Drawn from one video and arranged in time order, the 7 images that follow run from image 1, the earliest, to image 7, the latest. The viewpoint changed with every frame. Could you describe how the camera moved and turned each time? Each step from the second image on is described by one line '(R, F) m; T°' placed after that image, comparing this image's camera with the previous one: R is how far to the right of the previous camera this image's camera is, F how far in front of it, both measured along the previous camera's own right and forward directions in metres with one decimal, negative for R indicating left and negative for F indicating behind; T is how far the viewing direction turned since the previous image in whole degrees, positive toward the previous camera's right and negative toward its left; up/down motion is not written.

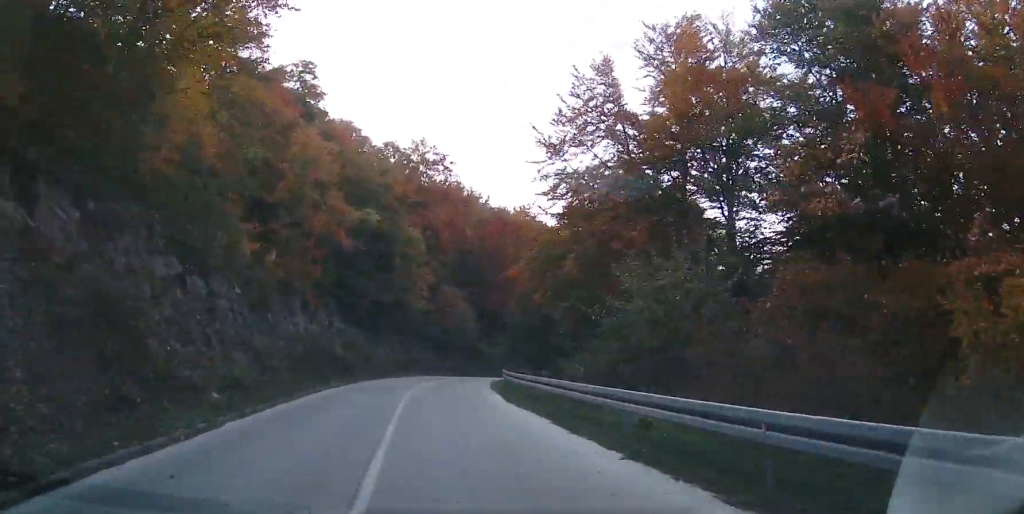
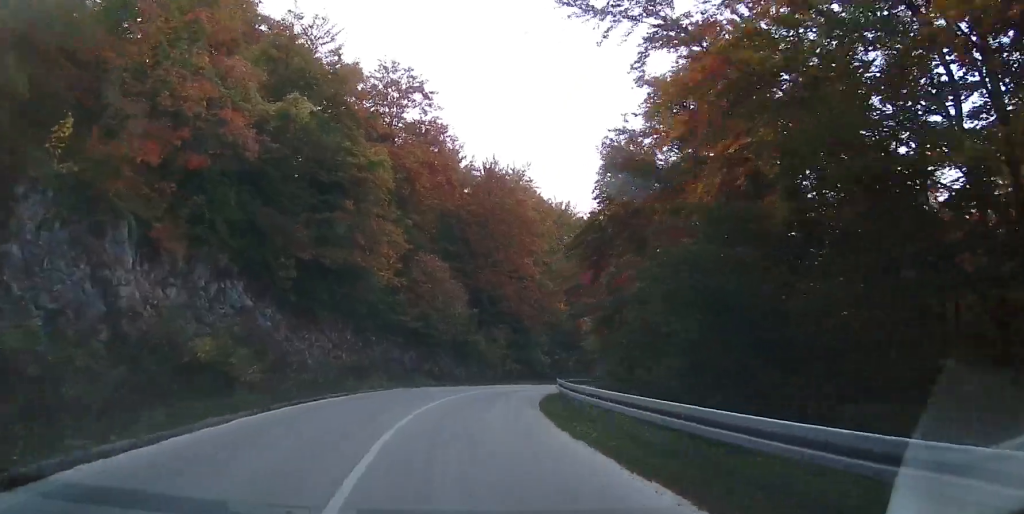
(+0.6, +19.5) m; +7°
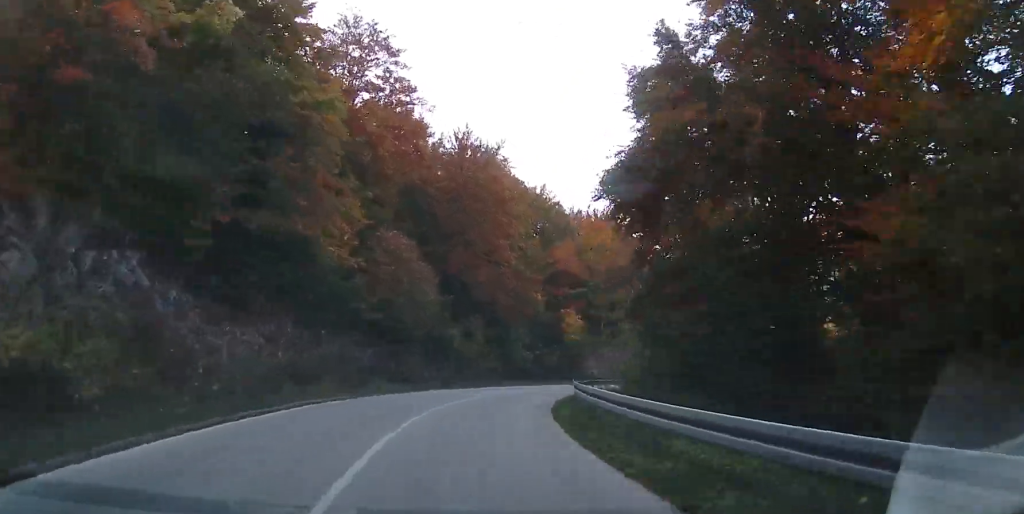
(+0.3, +6.9) m; +5°
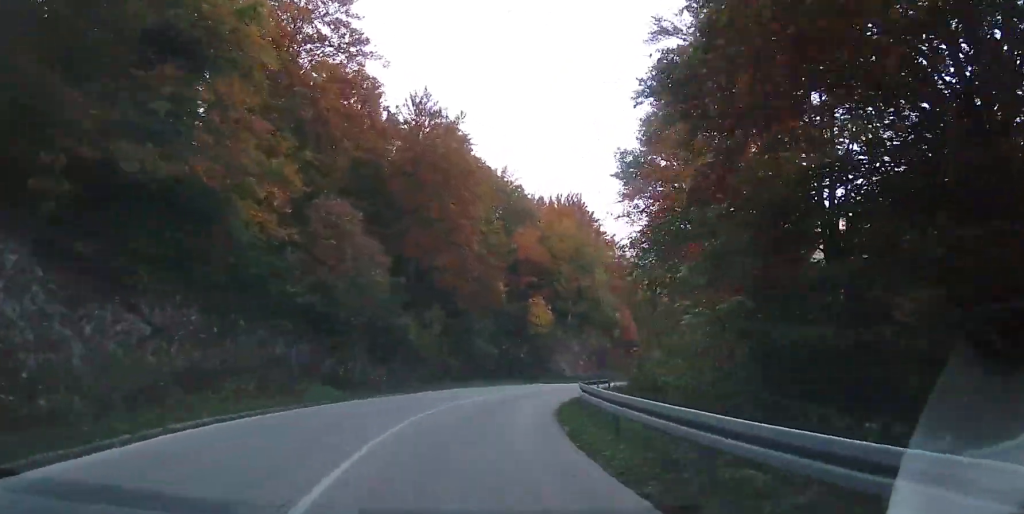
(+0.2, +6.2) m; +5°
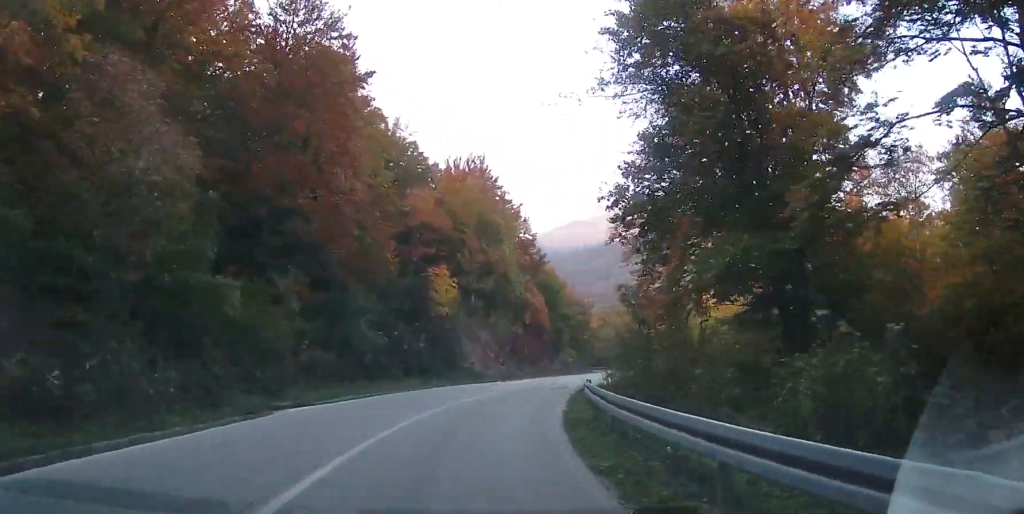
(+1.2, +12.7) m; +12°
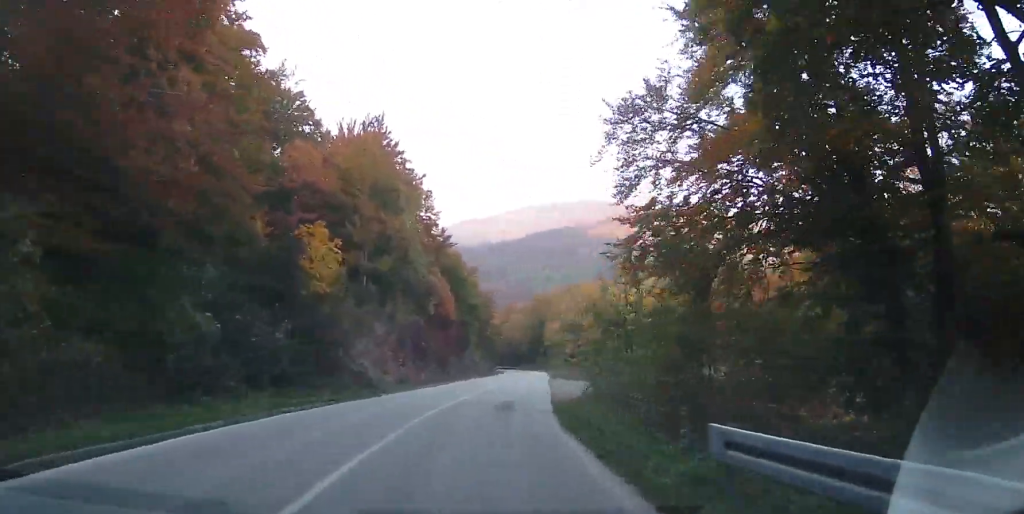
(+1.0, +11.4) m; +9°
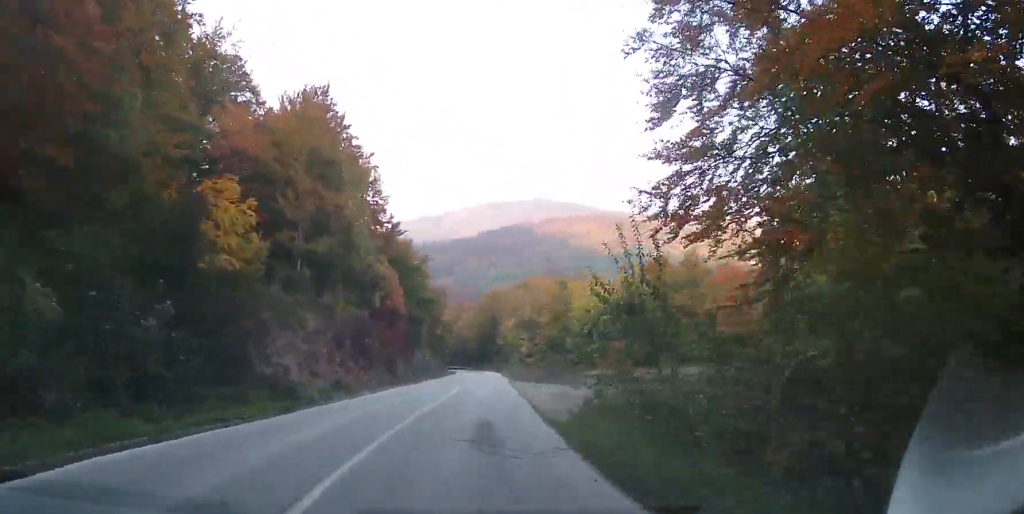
(+0.3, +6.2) m; +4°
